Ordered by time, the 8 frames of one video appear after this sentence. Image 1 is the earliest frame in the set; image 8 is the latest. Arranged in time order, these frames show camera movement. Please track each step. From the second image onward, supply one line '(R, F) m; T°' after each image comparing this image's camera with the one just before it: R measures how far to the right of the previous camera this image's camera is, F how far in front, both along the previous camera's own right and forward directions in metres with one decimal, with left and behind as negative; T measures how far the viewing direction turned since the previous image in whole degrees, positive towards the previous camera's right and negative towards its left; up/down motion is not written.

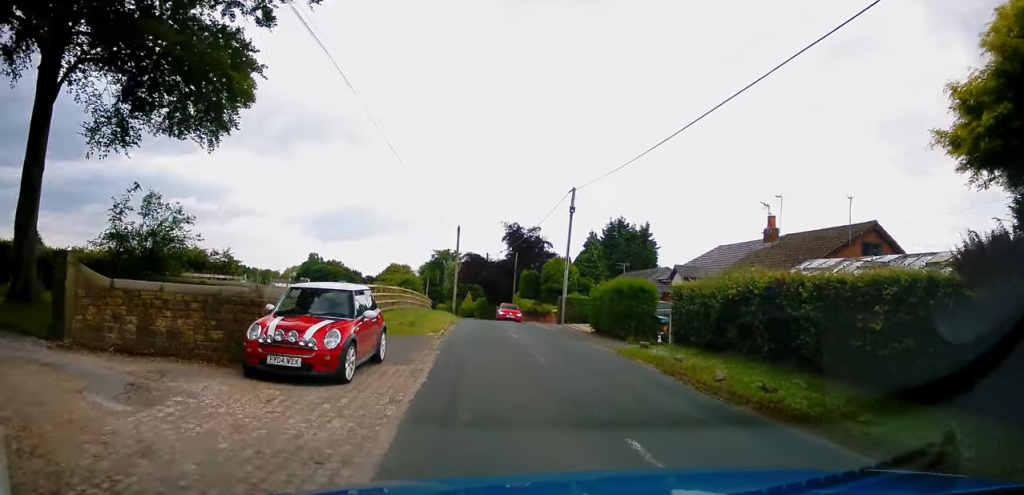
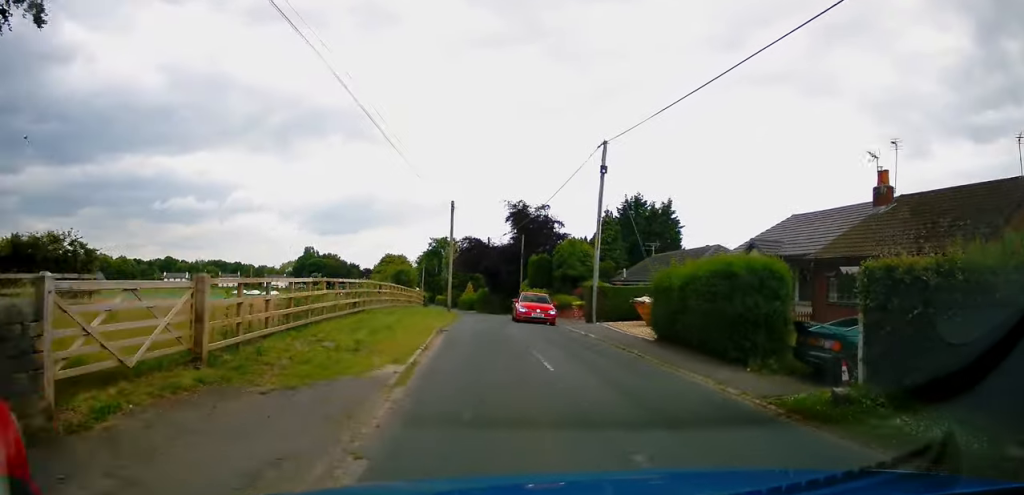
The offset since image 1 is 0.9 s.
(0.0, +9.5) m; 0°
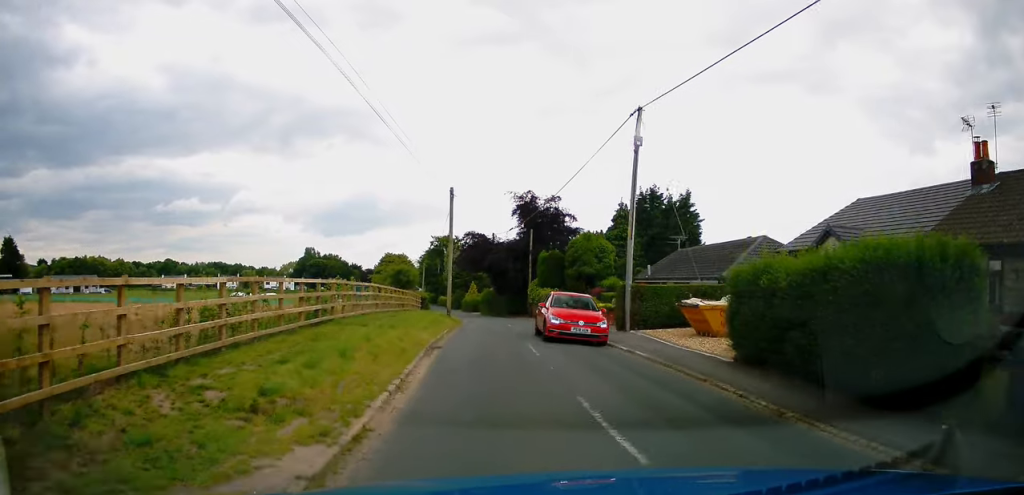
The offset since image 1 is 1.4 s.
(0.0, +5.4) m; 0°
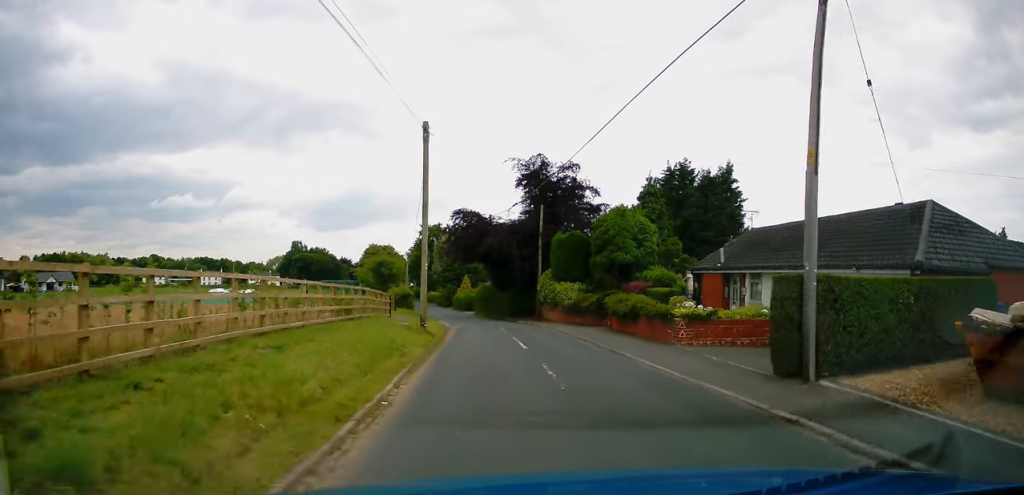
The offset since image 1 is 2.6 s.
(0.0, +12.7) m; +2°
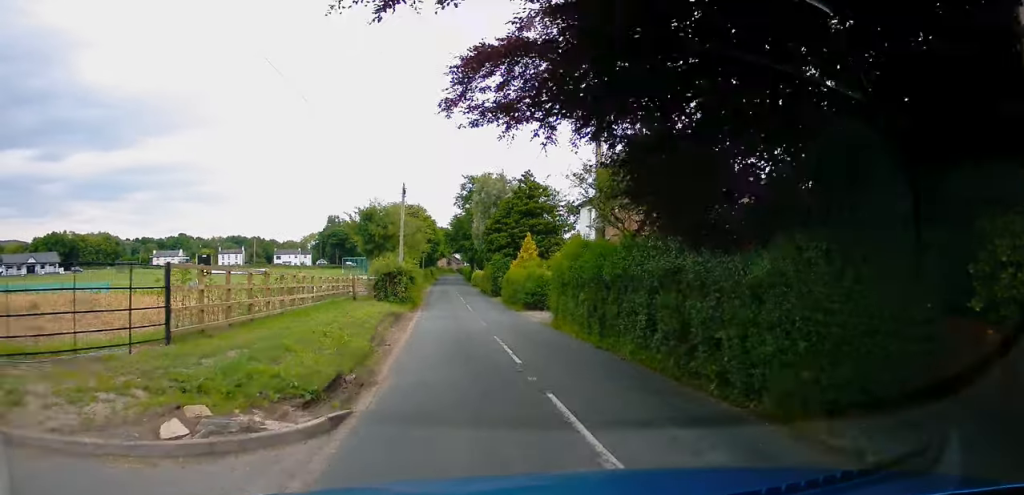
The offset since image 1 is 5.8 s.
(-1.1, +36.0) m; -6°
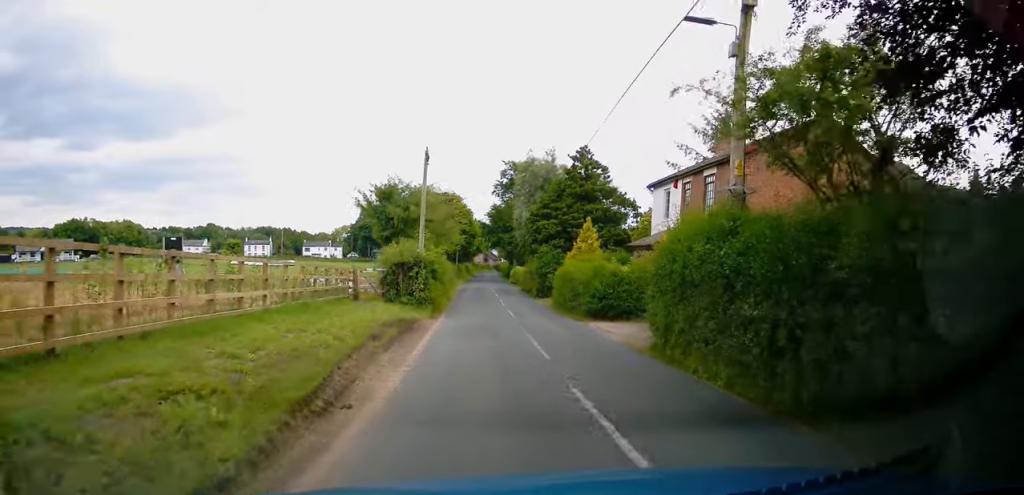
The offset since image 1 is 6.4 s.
(-0.1, +7.6) m; -2°
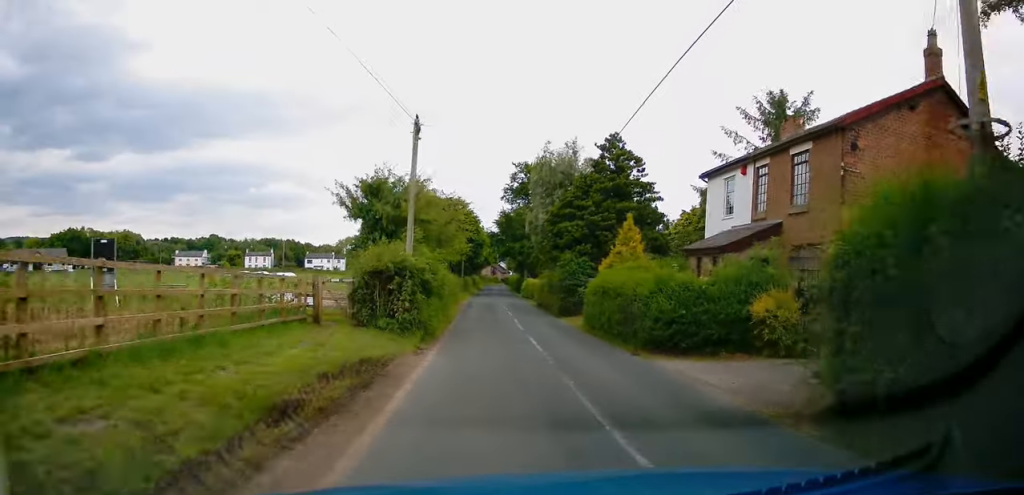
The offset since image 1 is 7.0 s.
(-0.2, +6.4) m; -2°
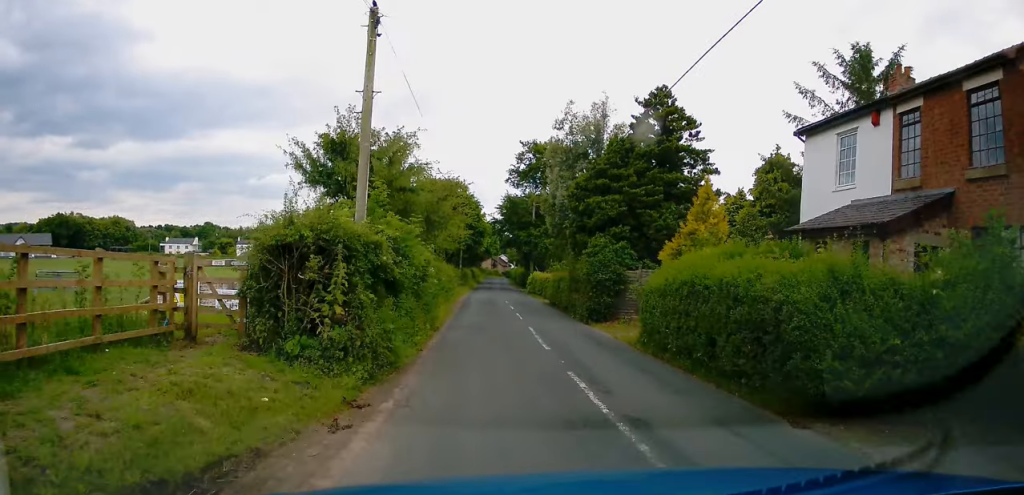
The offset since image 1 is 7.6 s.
(-0.1, +7.2) m; -2°
